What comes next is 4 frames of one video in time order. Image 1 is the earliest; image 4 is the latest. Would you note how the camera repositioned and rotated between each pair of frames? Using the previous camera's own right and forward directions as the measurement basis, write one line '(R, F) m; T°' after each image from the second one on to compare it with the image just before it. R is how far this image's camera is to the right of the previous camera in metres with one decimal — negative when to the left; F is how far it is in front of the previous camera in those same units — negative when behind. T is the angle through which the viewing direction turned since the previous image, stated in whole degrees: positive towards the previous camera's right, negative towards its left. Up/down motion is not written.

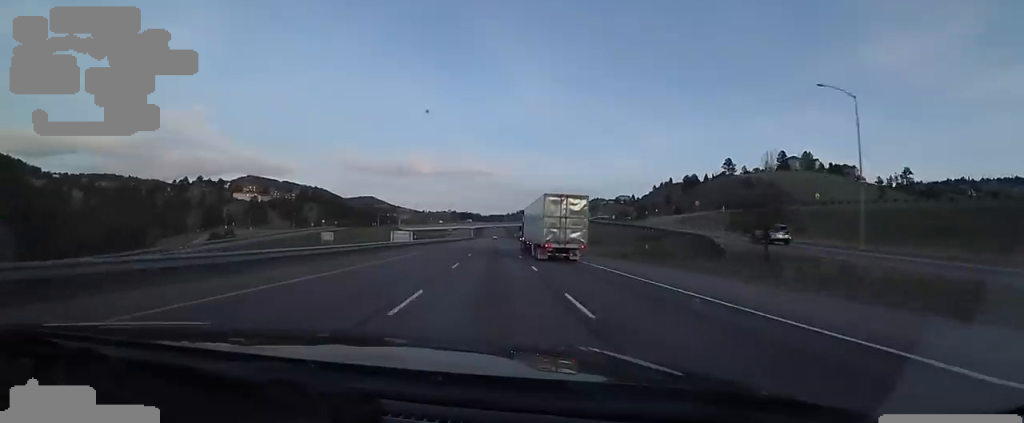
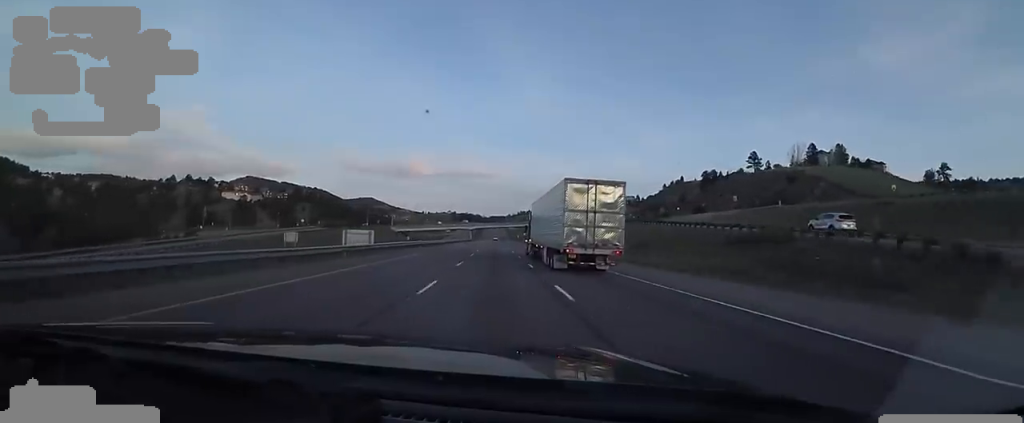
(+0.1, +21.1) m; 0°
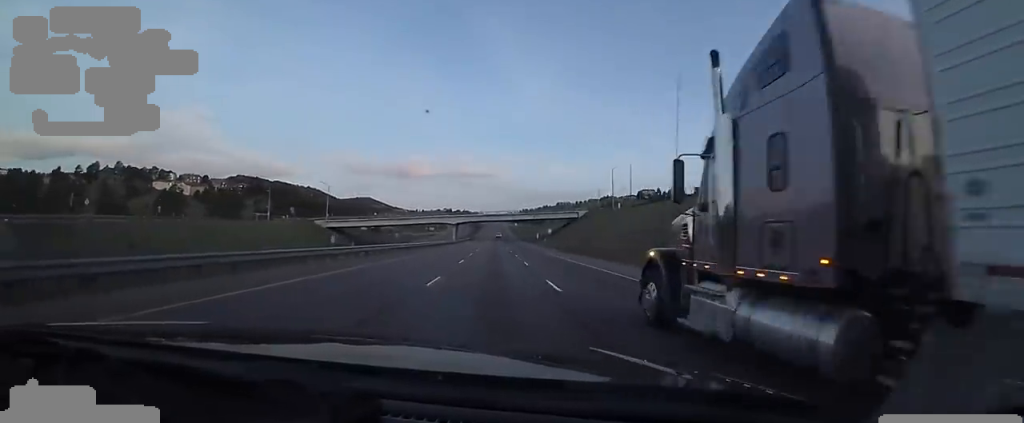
(+0.5, +93.4) m; 0°
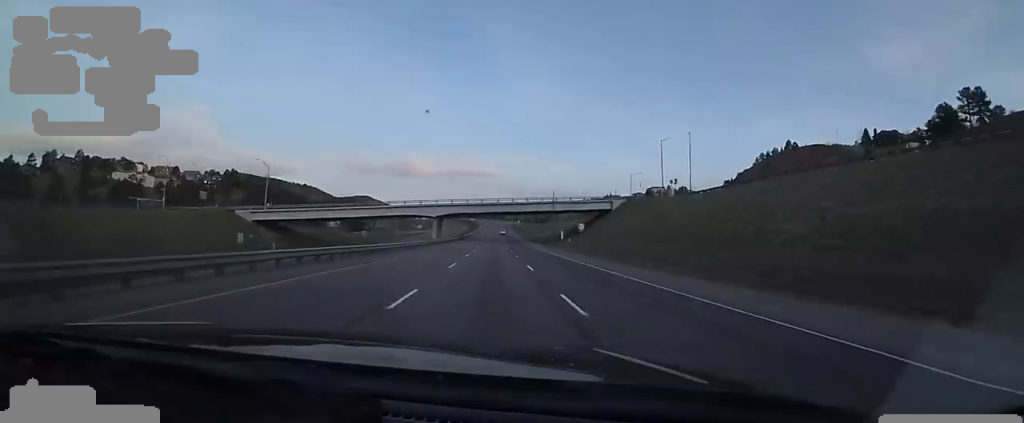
(-0.8, +39.9) m; -1°
